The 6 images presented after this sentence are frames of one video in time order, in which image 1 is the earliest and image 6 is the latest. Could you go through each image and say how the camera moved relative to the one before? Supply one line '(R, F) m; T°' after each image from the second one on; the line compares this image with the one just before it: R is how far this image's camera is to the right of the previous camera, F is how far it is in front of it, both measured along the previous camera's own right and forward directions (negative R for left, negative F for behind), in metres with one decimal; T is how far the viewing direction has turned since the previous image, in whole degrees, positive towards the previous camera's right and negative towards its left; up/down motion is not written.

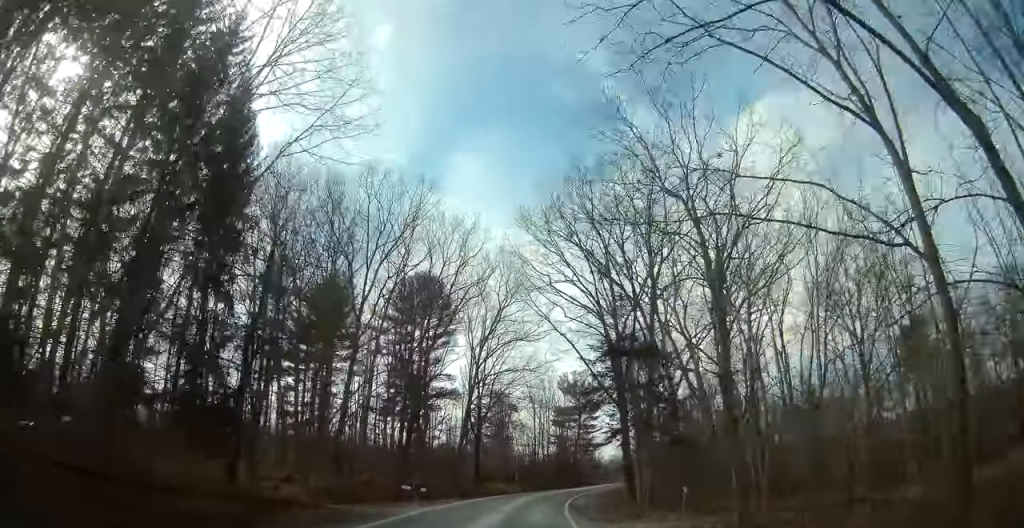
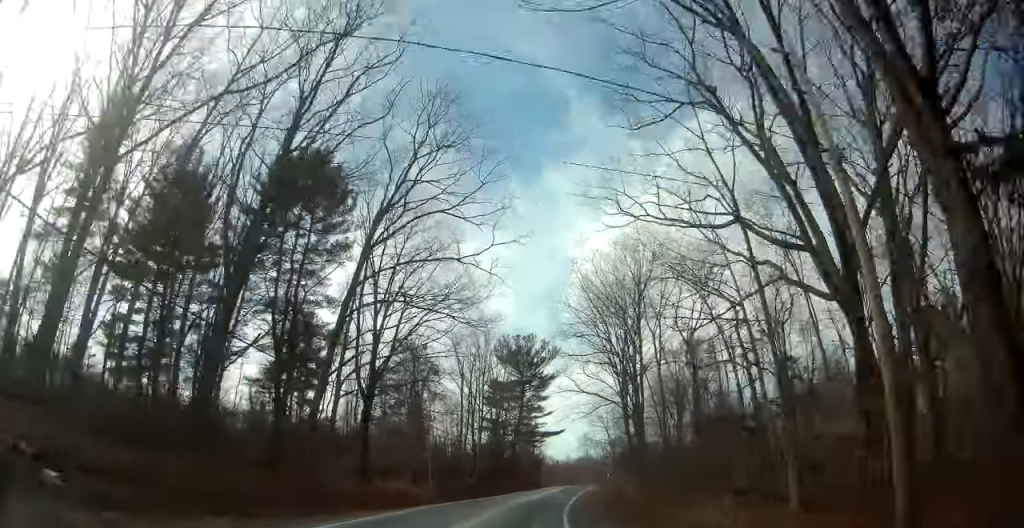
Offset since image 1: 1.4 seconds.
(+0.4, +29.6) m; +2°
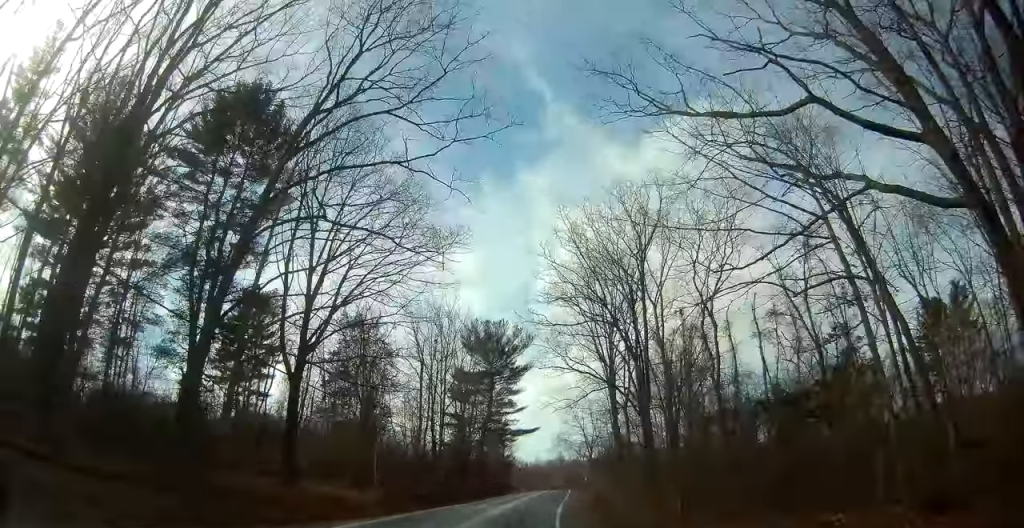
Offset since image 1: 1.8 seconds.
(+0.1, +10.0) m; +2°
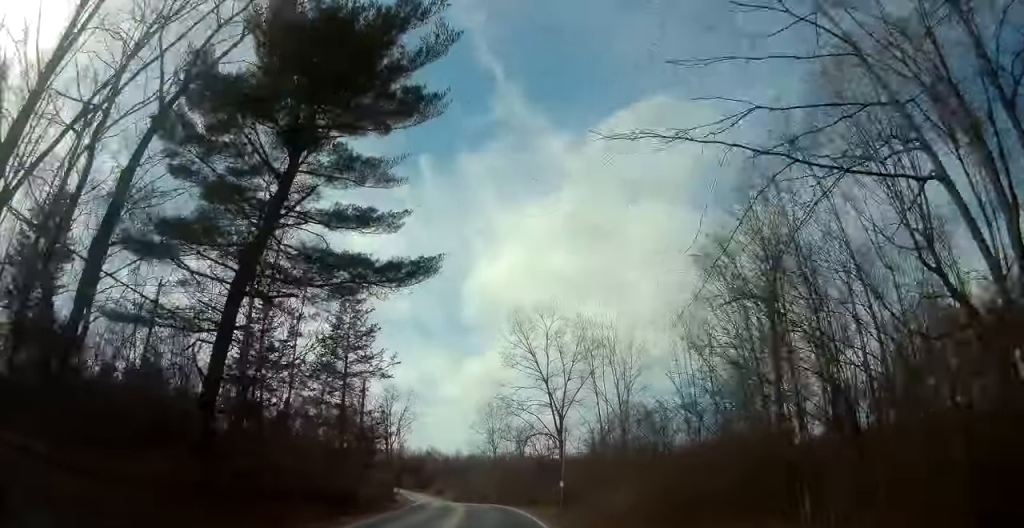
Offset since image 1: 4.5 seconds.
(+6.5, +55.0) m; +11°
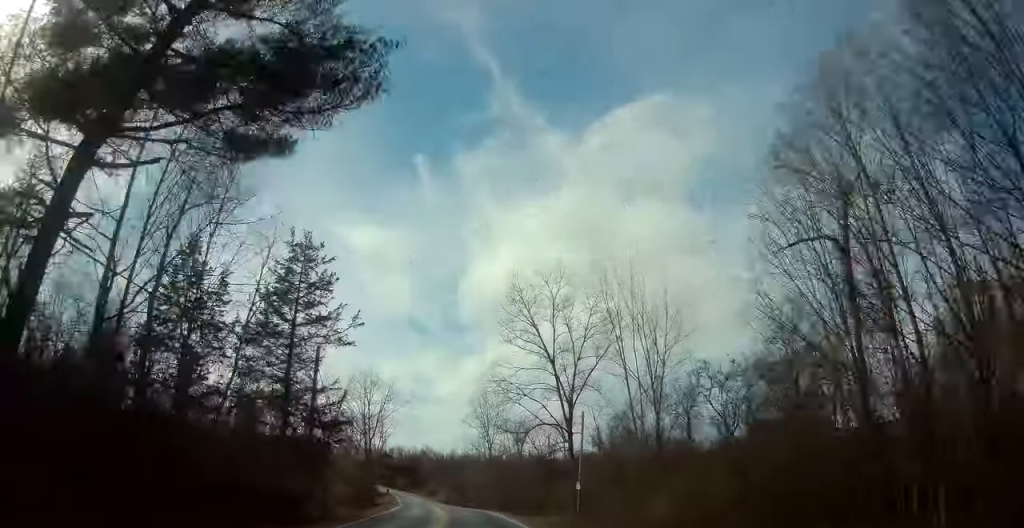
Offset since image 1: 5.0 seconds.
(+0.2, +9.3) m; +1°
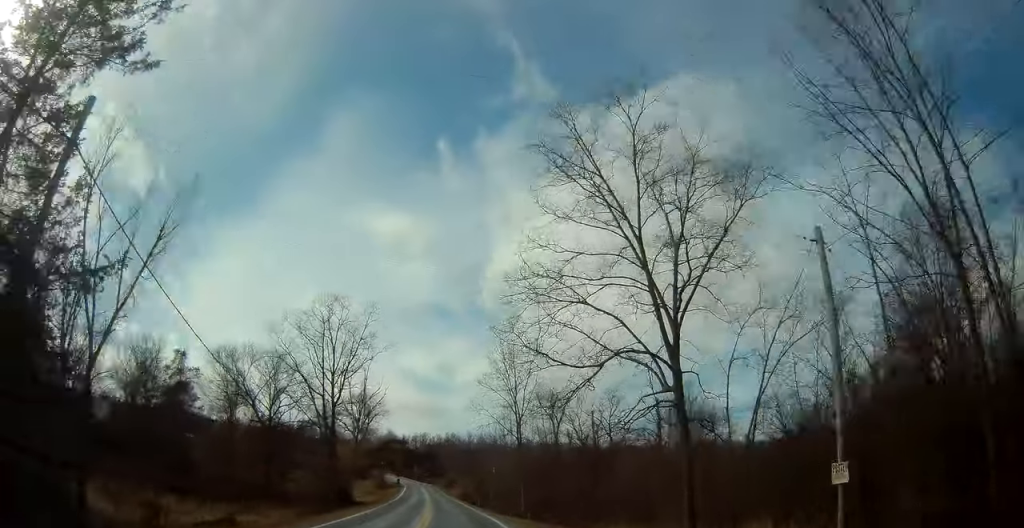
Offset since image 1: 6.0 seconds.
(+0.6, +20.6) m; +1°
